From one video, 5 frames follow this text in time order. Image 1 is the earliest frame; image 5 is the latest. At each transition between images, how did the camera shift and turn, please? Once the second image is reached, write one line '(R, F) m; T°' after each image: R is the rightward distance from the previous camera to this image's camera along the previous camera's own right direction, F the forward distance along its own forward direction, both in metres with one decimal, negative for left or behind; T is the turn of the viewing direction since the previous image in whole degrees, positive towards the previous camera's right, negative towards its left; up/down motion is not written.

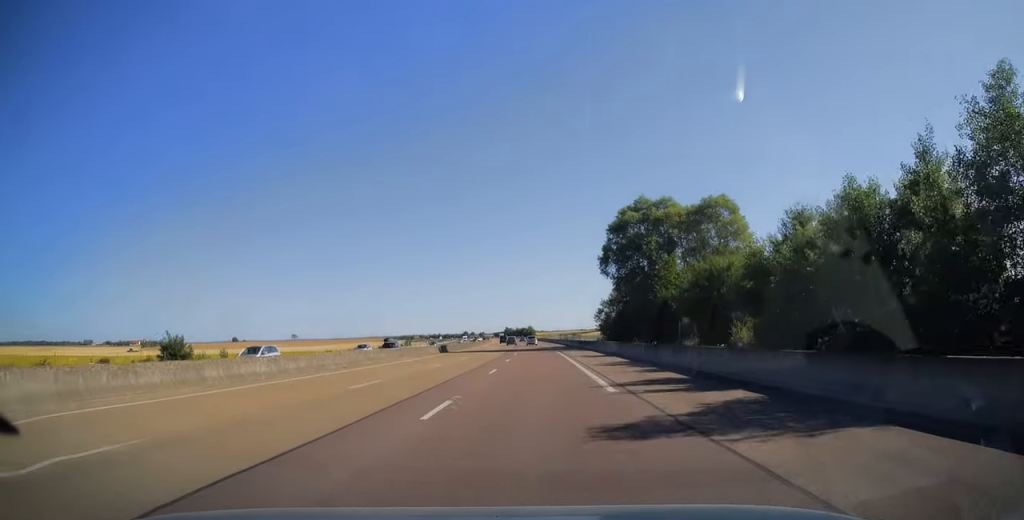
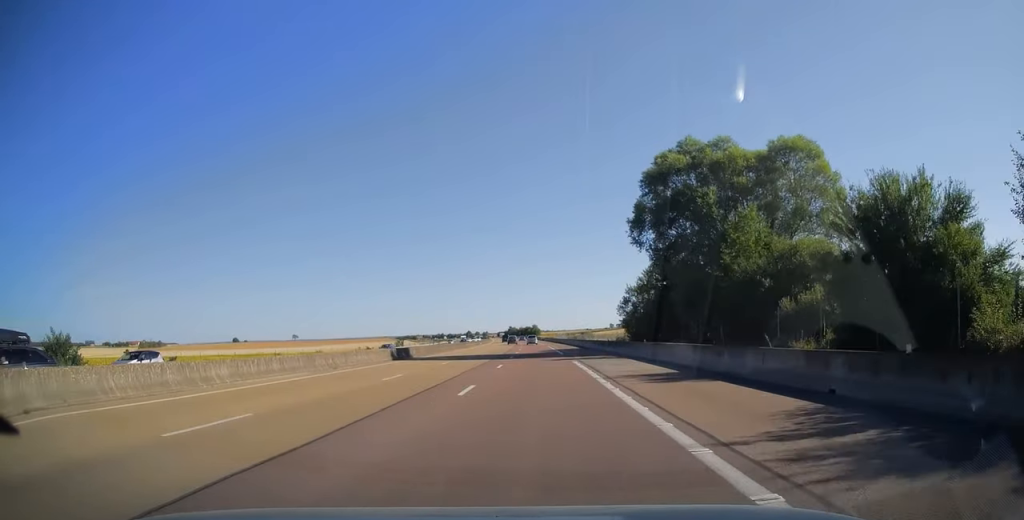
(0.0, +21.7) m; 0°
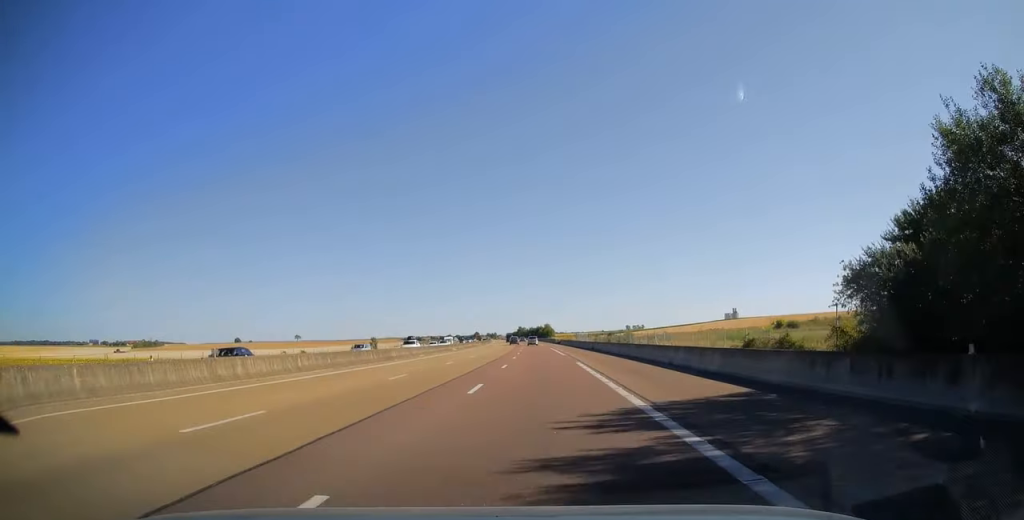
(-0.7, +51.1) m; -2°
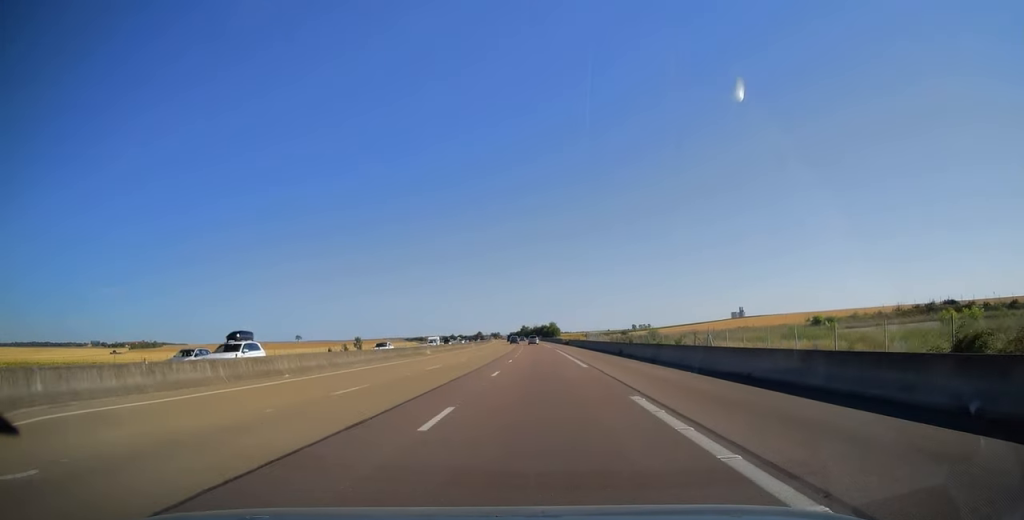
(-0.1, +19.1) m; 0°
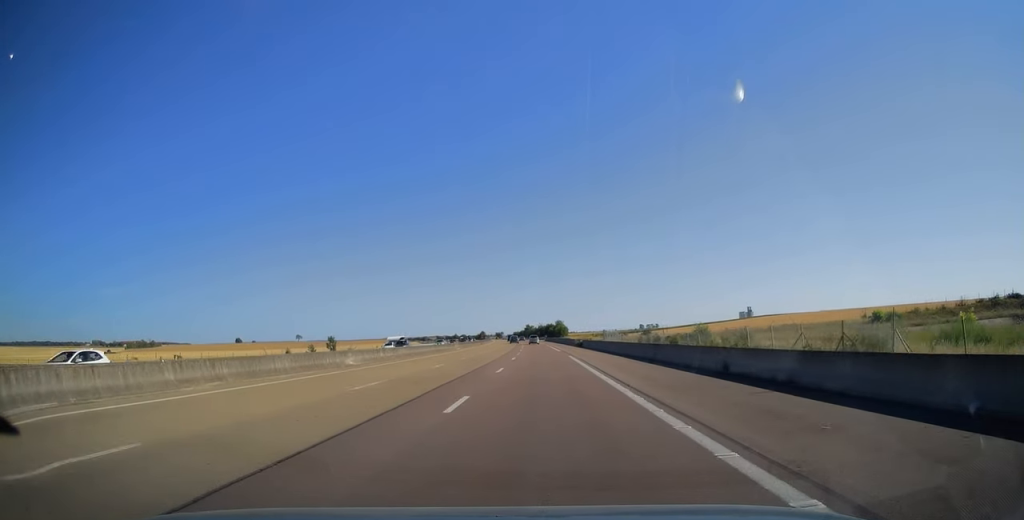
(-0.1, +23.8) m; 0°
